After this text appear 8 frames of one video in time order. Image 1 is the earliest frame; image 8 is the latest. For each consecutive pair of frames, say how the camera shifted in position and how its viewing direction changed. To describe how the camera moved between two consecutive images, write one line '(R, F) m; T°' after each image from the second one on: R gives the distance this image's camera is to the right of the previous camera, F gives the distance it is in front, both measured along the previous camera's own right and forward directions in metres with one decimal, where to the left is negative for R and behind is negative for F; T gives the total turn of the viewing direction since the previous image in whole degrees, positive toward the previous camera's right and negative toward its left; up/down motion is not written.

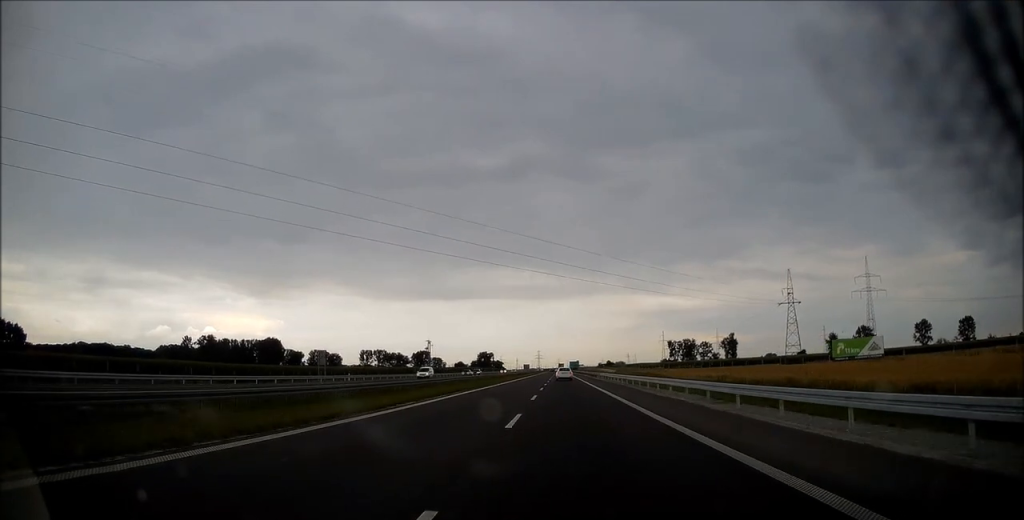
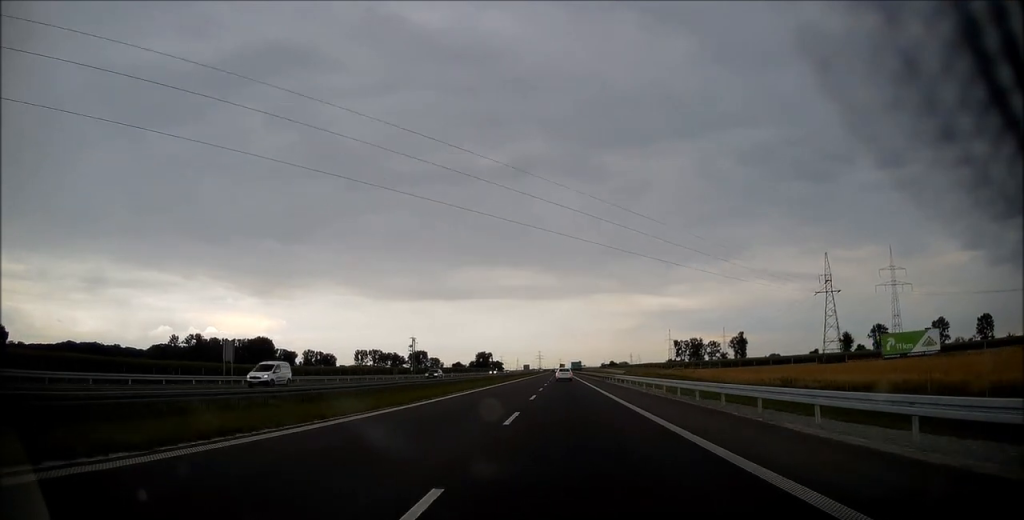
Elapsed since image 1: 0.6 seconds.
(0.0, +22.6) m; 0°
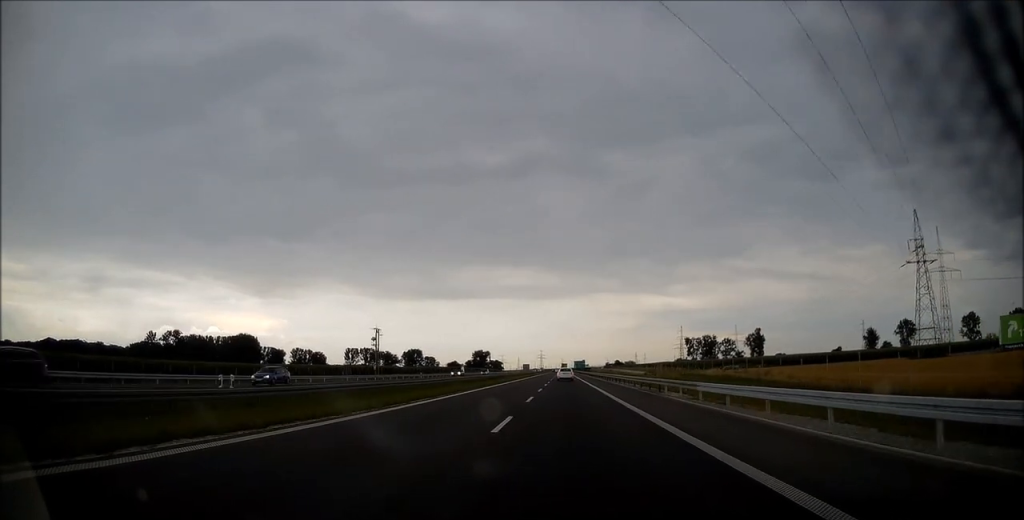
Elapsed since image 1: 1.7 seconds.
(-0.1, +36.8) m; 0°
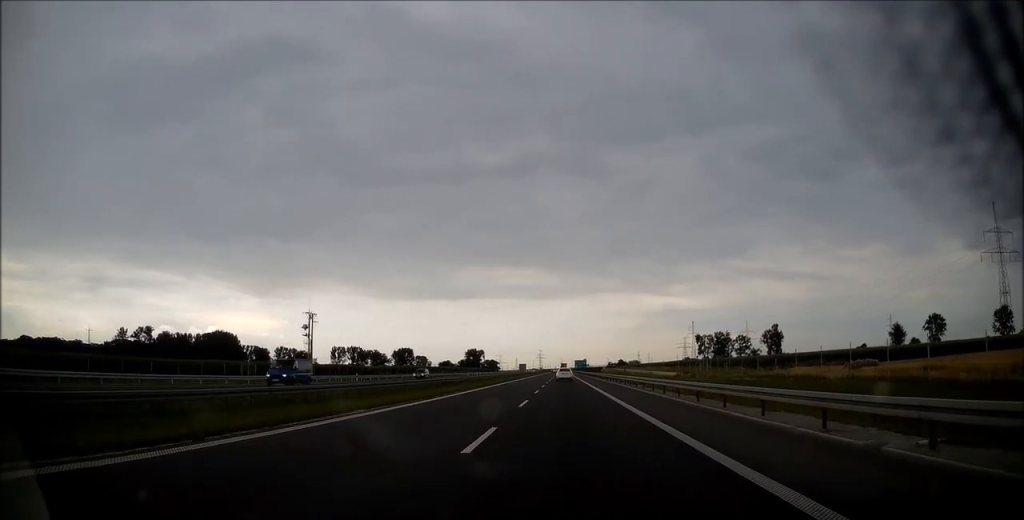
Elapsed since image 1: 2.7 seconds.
(+0.2, +37.9) m; 0°
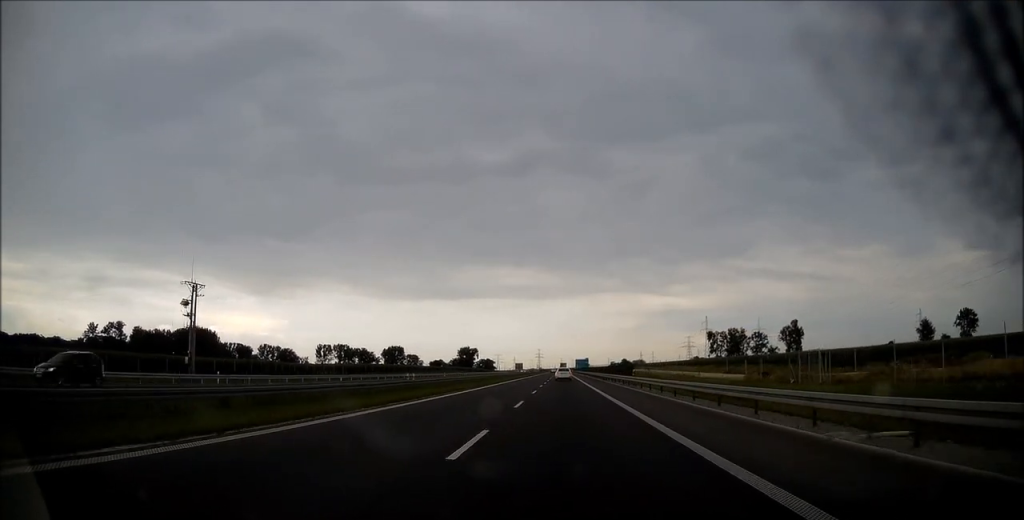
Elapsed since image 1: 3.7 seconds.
(-0.1, +35.6) m; 0°
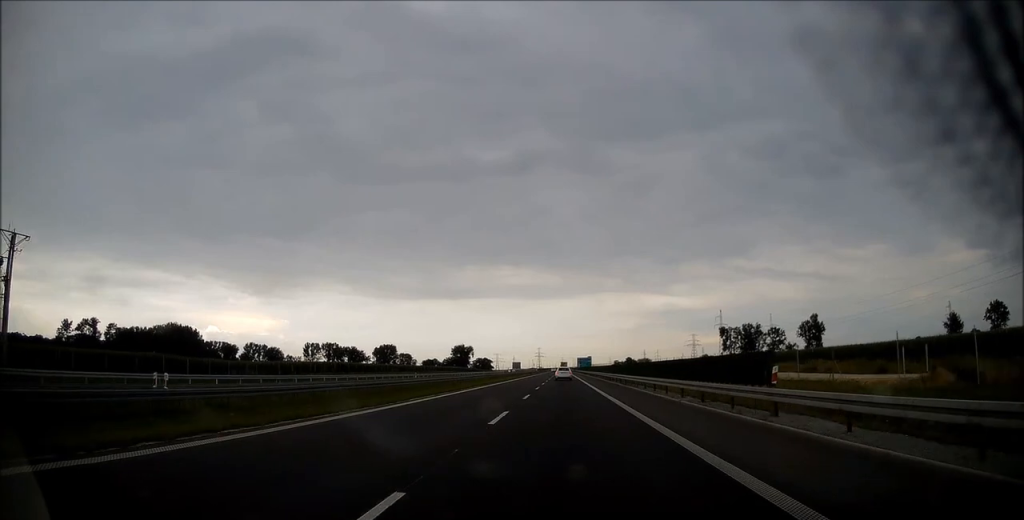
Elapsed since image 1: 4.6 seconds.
(-0.1, +29.8) m; 0°
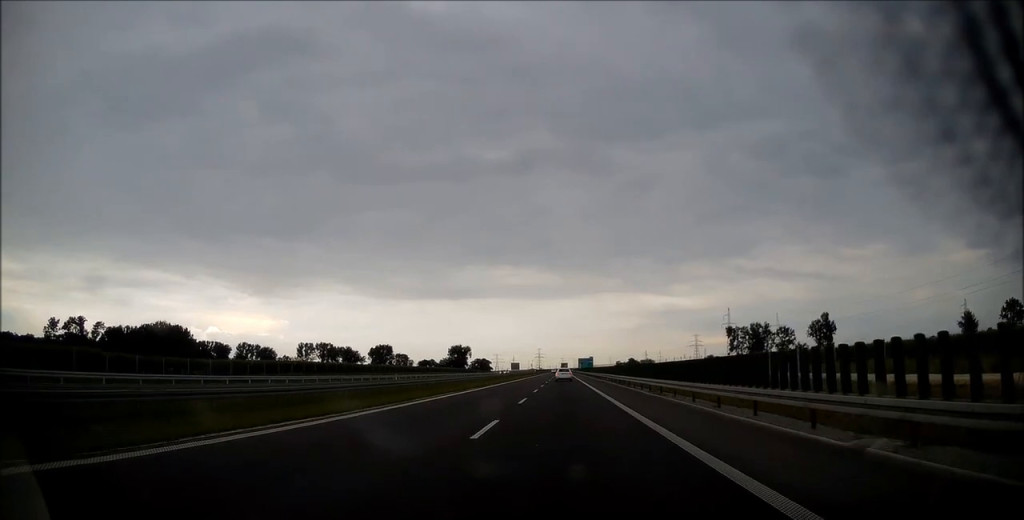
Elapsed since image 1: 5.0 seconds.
(0.0, +14.3) m; 0°
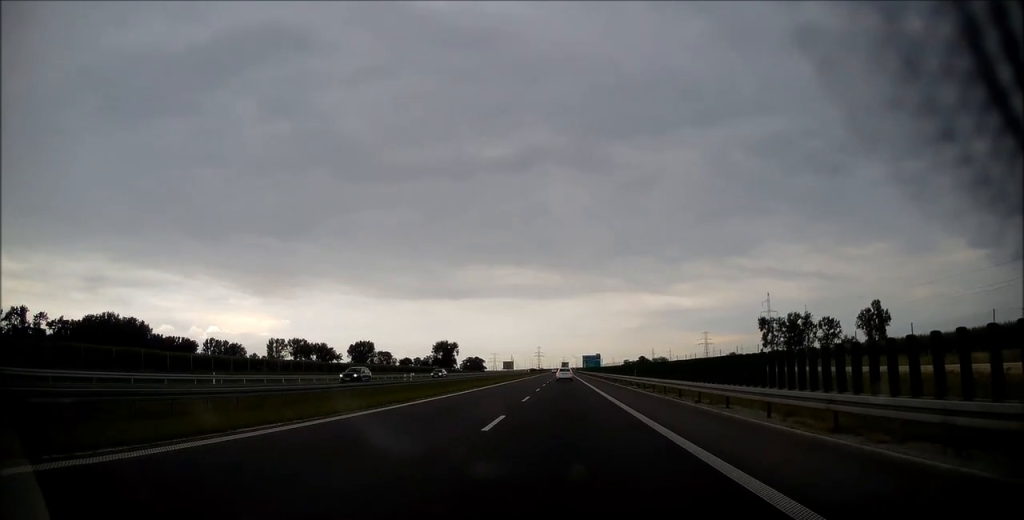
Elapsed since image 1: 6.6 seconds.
(+0.3, +57.3) m; 0°
